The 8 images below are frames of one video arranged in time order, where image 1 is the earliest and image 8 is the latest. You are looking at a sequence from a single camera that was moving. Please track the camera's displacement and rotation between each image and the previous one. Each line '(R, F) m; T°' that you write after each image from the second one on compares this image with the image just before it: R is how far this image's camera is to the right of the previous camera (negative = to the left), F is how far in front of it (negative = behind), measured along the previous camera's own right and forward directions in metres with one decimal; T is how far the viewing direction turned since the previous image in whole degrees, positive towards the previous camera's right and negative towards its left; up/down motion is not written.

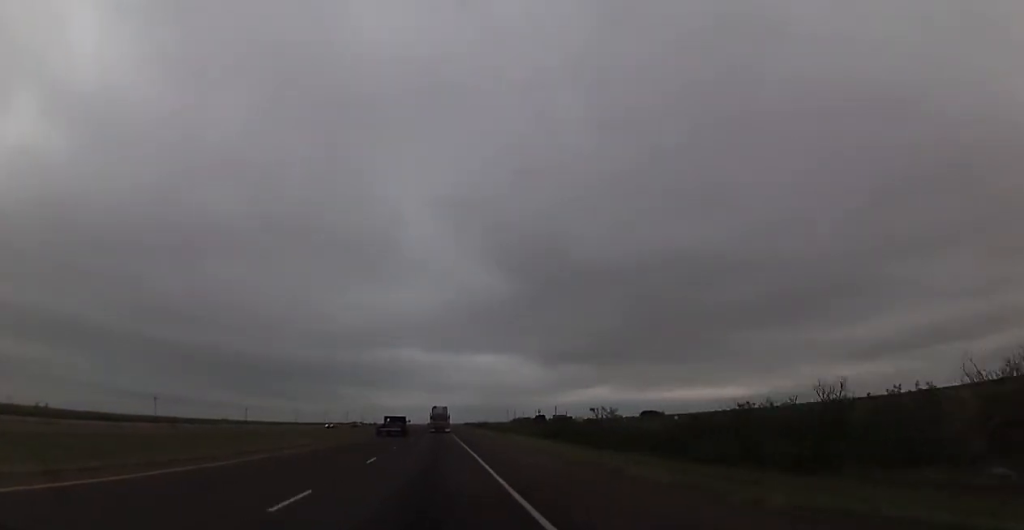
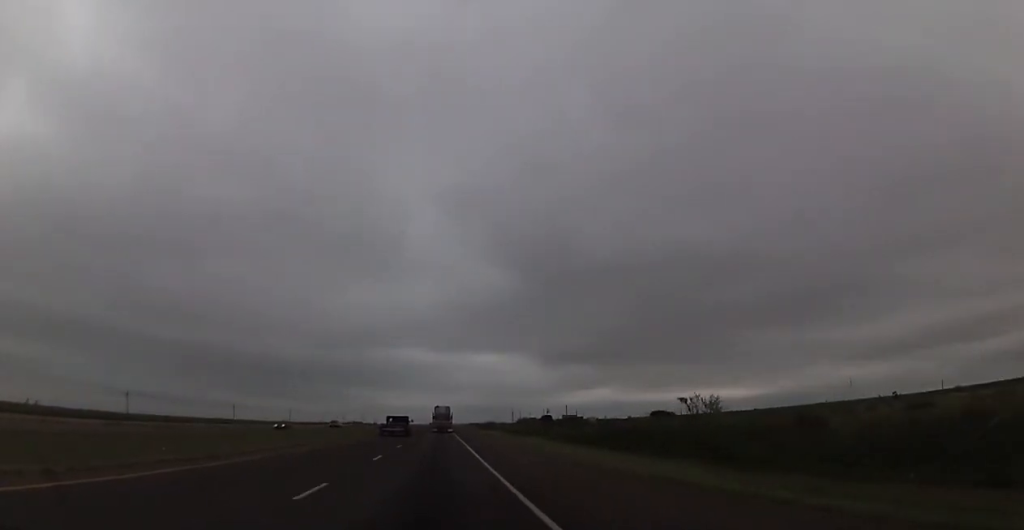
(-0.2, +23.2) m; -1°
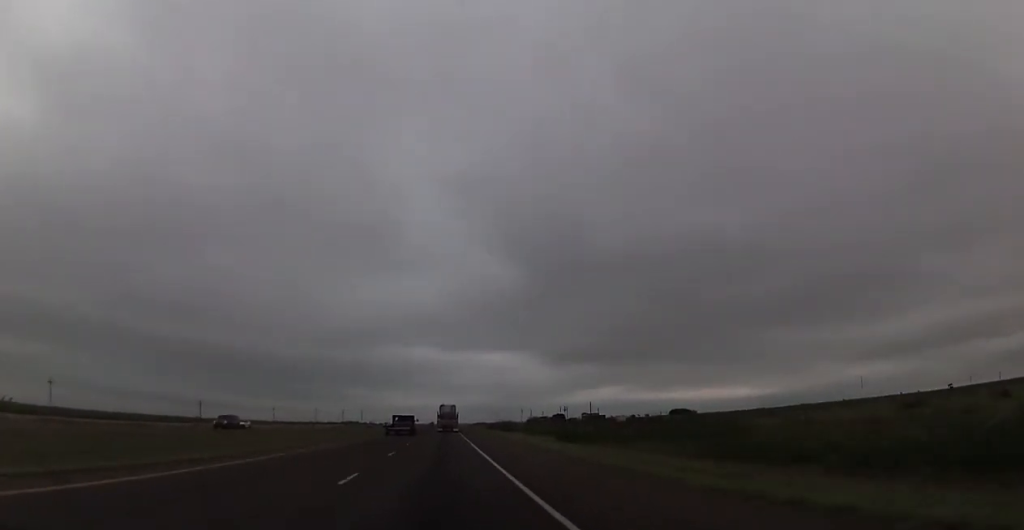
(-0.4, +46.3) m; -1°
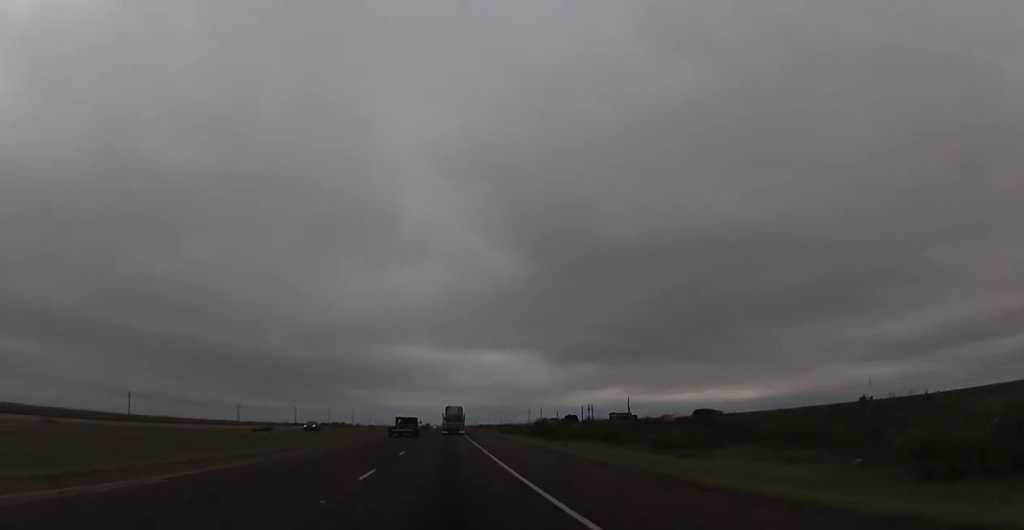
(+0.3, +59.8) m; +1°
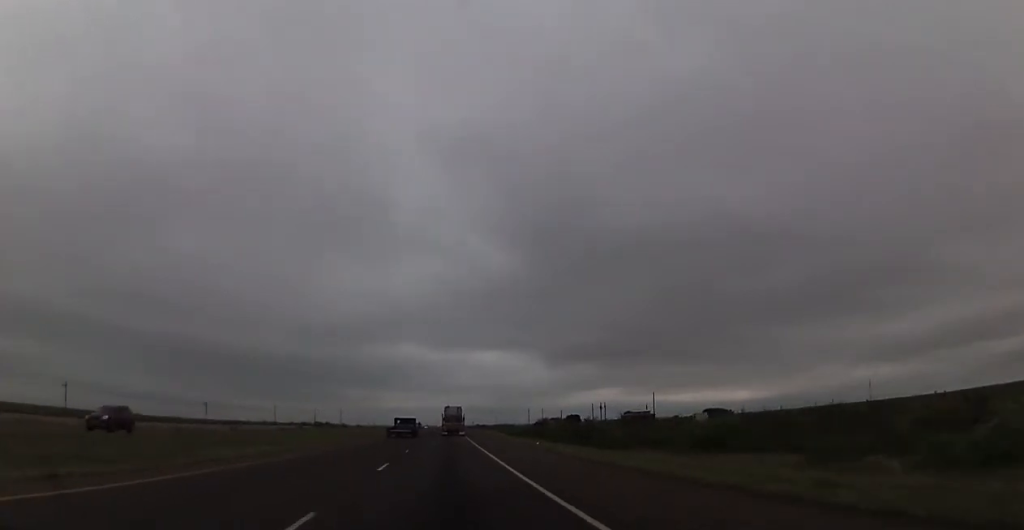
(0.0, +33.4) m; 0°
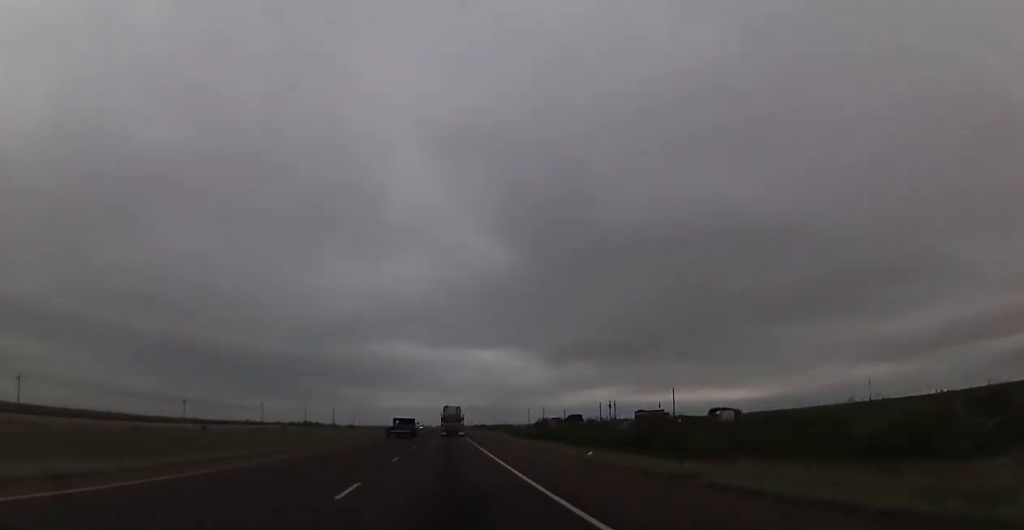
(0.0, +19.5) m; 0°
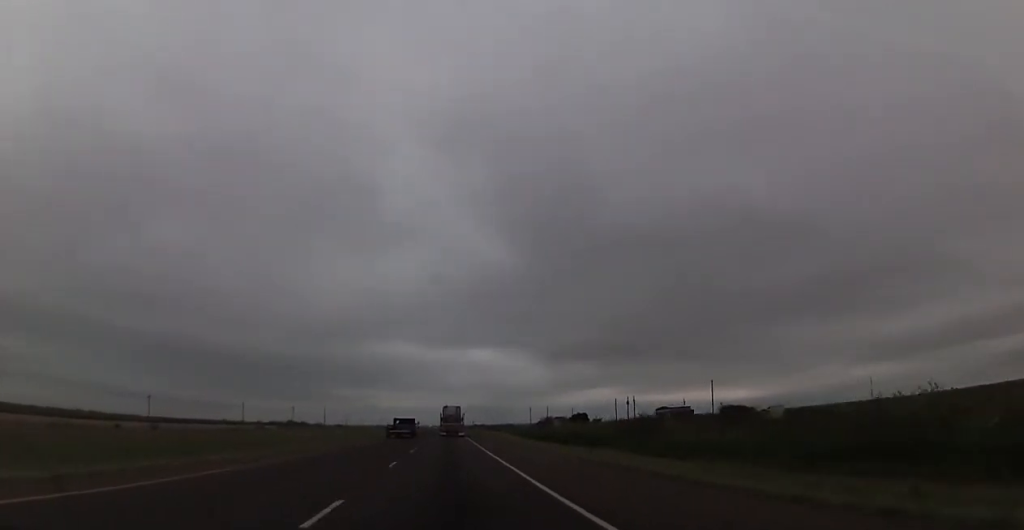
(+0.2, +27.7) m; 0°
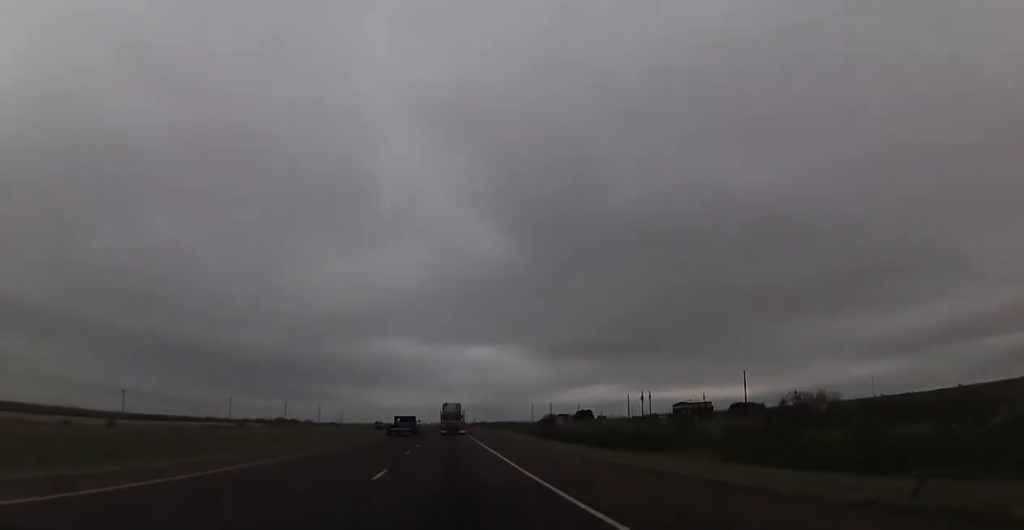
(-0.2, +17.3) m; 0°
